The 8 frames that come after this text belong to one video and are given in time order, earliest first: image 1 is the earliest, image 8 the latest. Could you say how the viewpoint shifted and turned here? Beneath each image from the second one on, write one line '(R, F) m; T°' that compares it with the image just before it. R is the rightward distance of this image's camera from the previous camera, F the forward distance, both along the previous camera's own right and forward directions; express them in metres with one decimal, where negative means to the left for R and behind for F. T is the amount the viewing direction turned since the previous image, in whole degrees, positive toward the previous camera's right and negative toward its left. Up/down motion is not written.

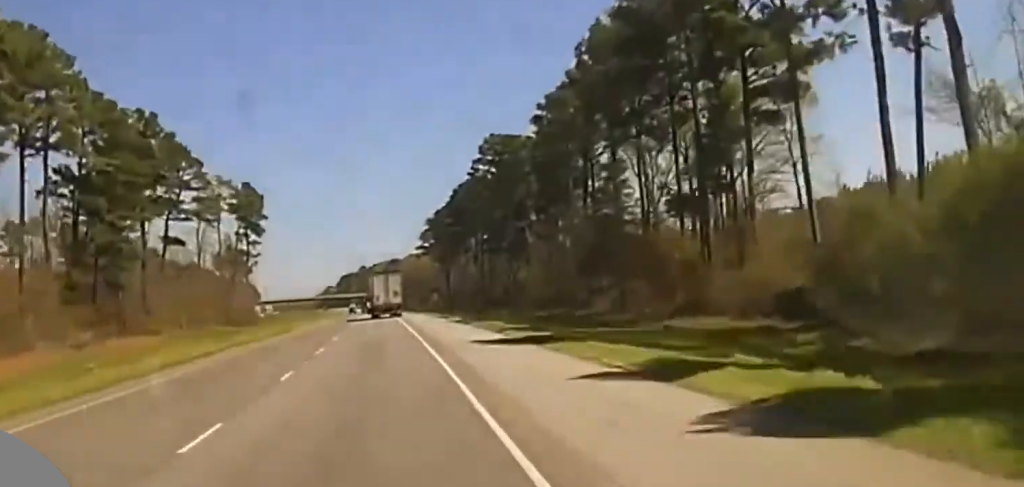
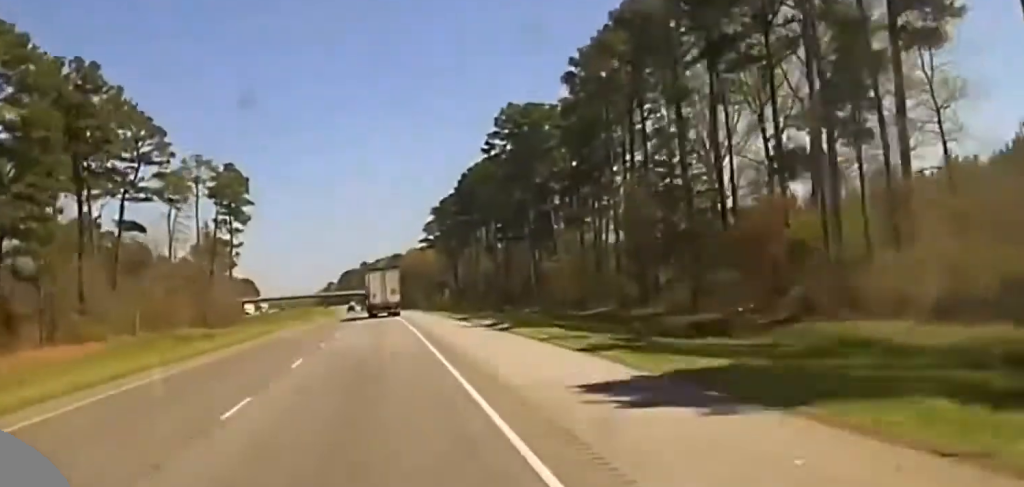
(-0.1, +22.1) m; 0°
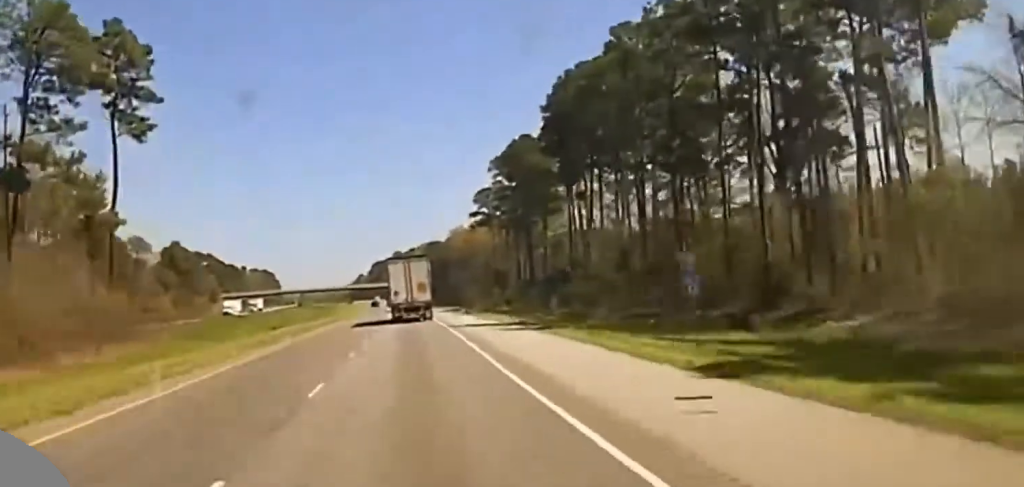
(-0.9, +76.9) m; -2°
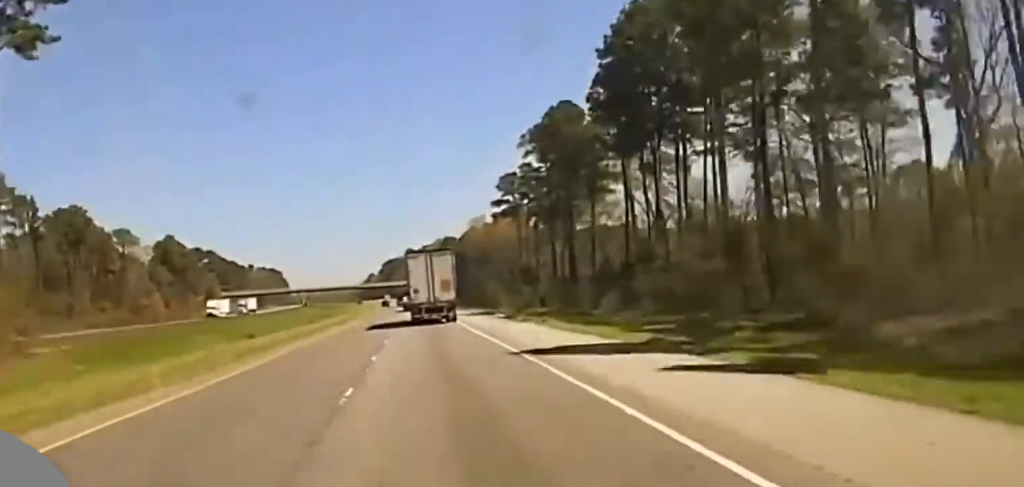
(-0.2, +26.3) m; -1°
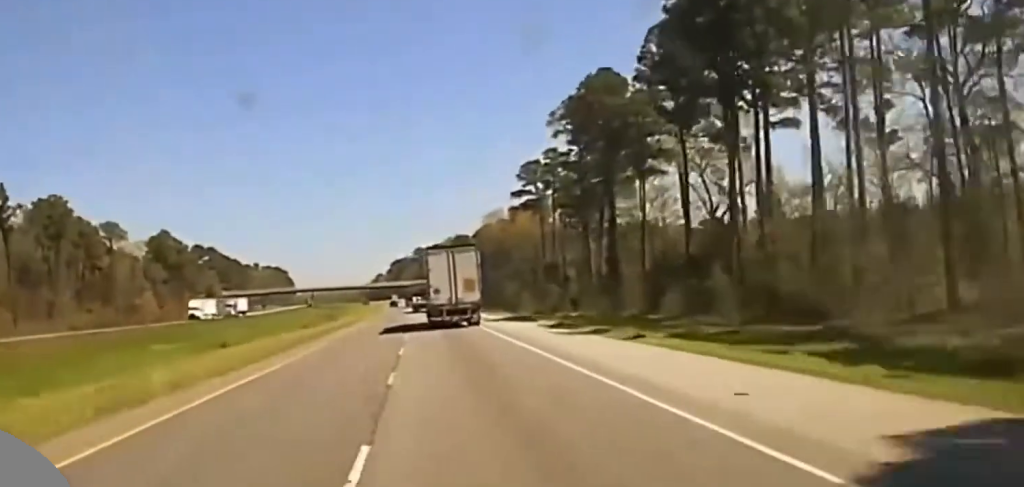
(0.0, +17.8) m; 0°
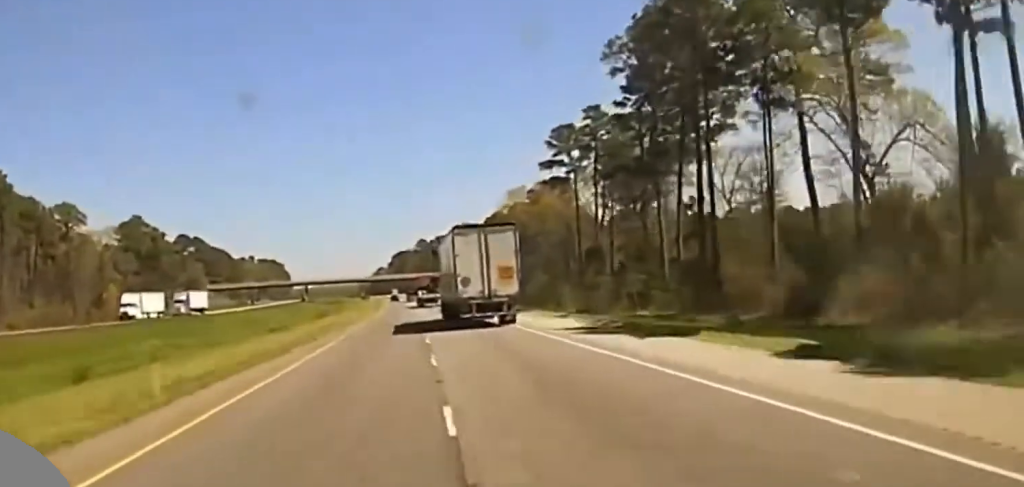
(-0.3, +32.2) m; 0°
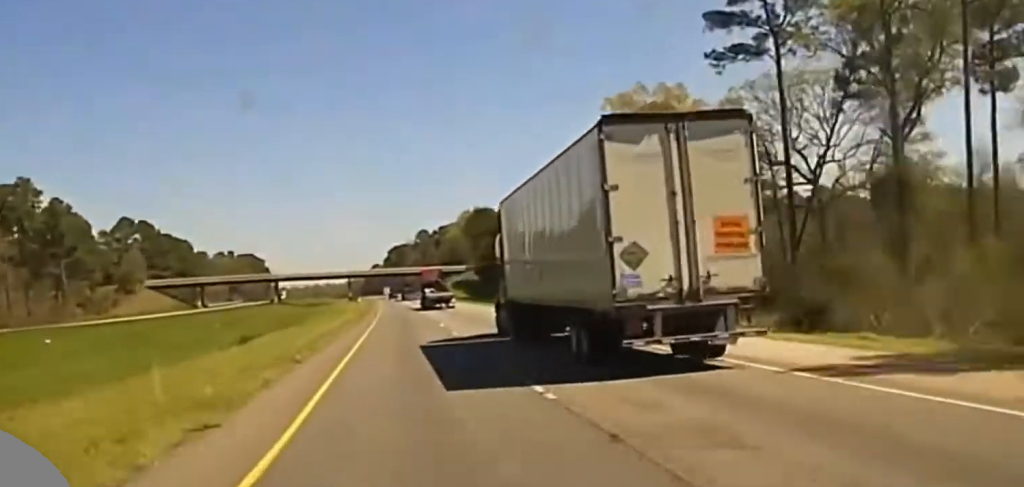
(-0.4, +88.8) m; 0°
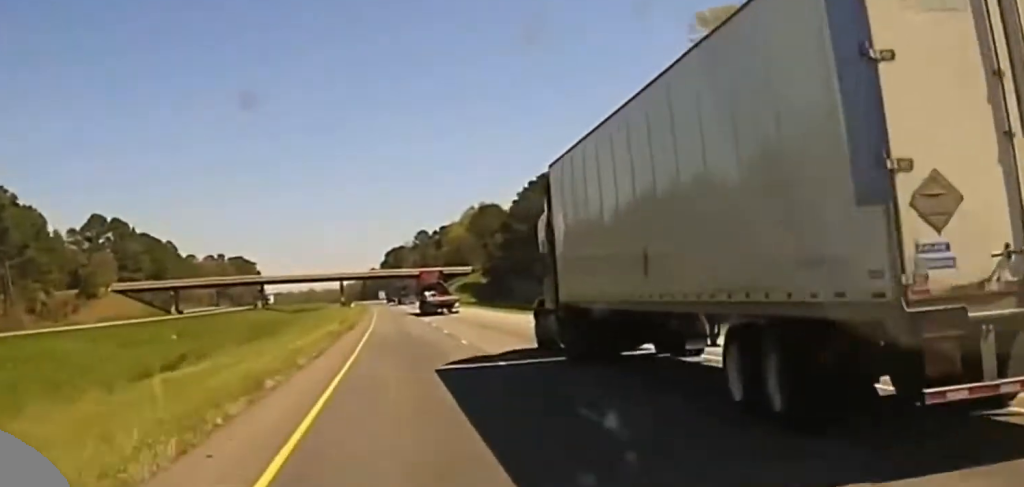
(0.0, +30.5) m; 0°
